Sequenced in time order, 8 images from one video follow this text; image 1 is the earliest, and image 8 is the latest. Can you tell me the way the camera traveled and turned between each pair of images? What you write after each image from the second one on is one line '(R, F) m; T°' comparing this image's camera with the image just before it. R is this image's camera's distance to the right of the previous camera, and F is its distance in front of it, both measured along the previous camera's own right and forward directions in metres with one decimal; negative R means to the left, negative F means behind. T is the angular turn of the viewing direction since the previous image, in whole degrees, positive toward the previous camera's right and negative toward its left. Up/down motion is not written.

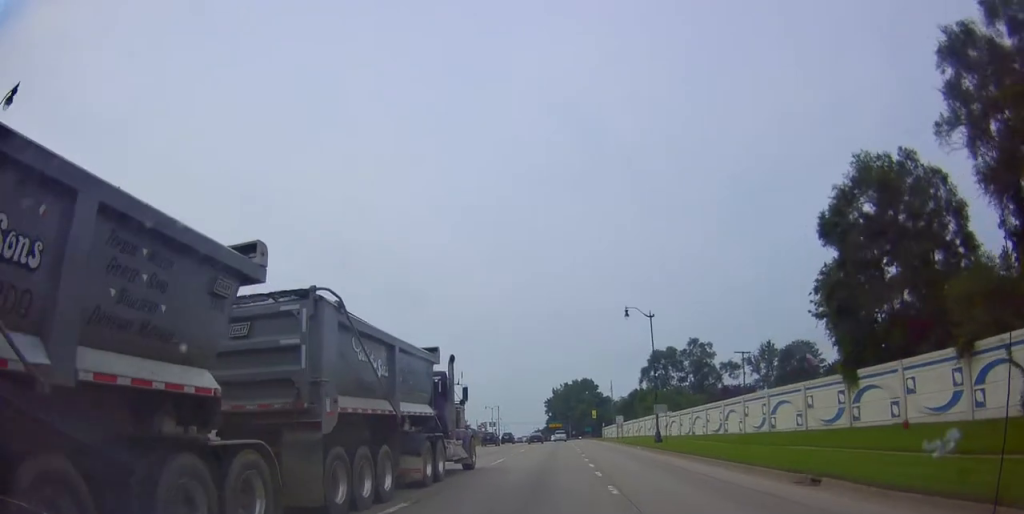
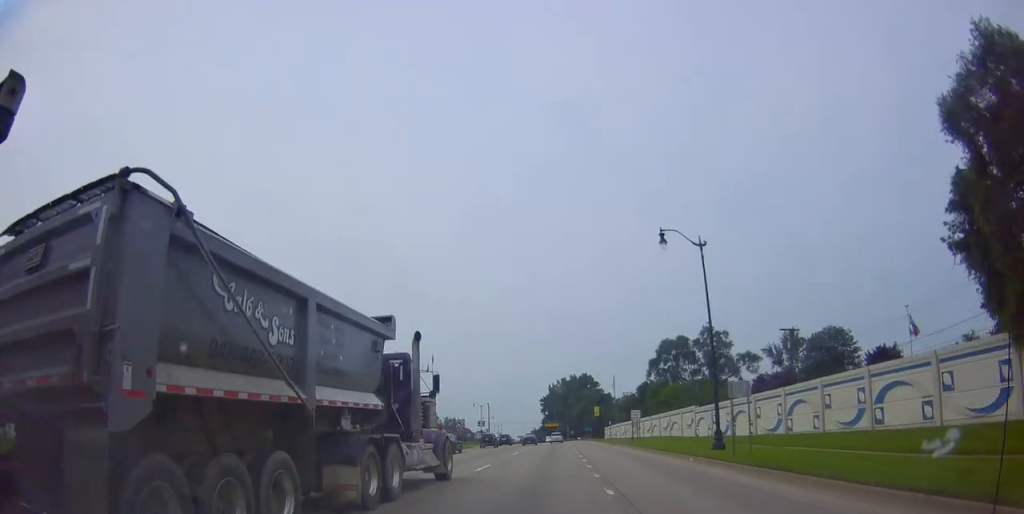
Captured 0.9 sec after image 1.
(-0.2, +18.5) m; +1°
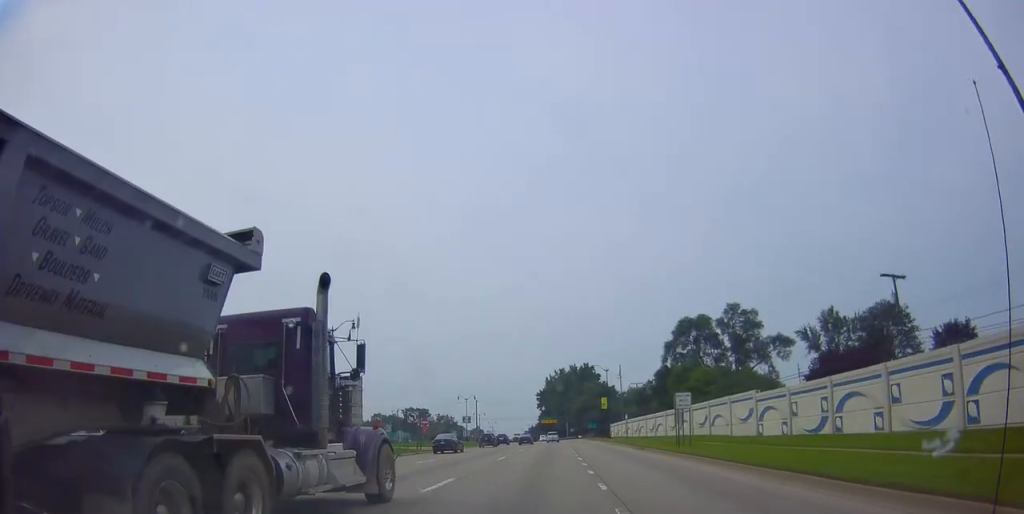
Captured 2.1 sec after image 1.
(+0.6, +22.4) m; +1°
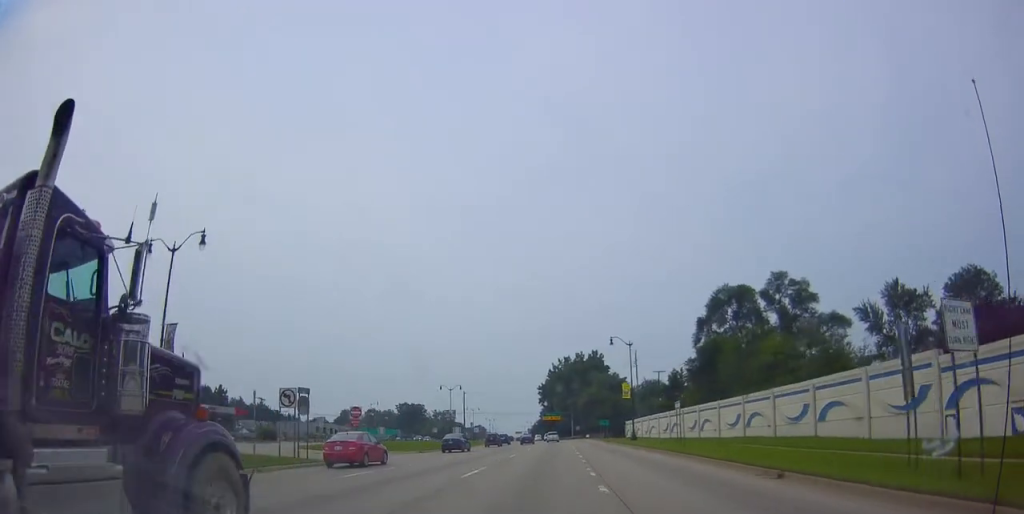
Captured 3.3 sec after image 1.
(-0.3, +24.0) m; -1°
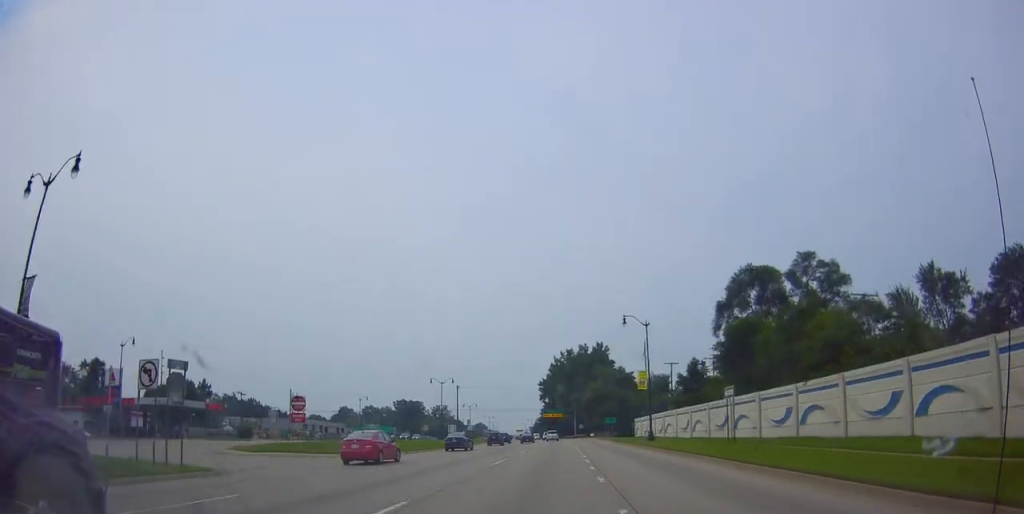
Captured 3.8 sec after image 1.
(0.0, +10.3) m; 0°
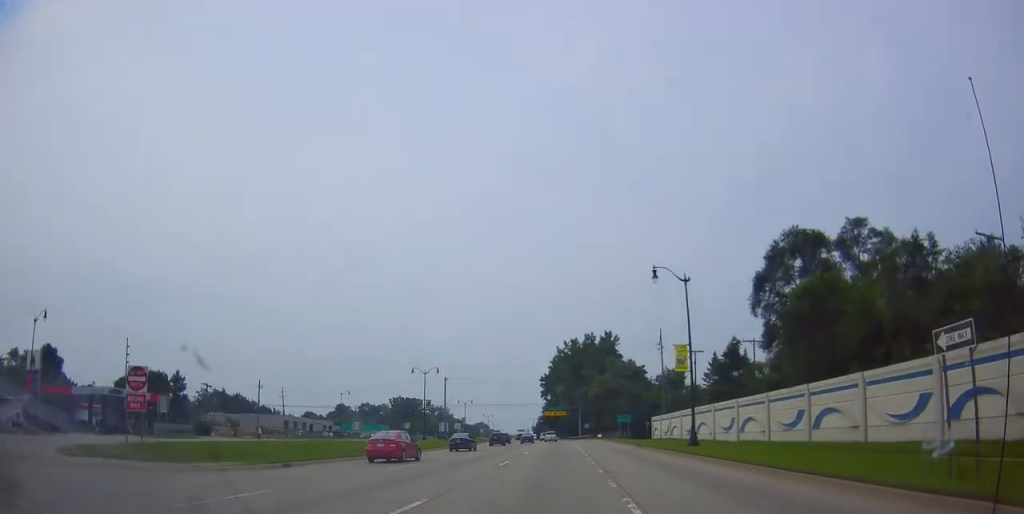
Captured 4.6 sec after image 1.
(+0.2, +14.8) m; 0°
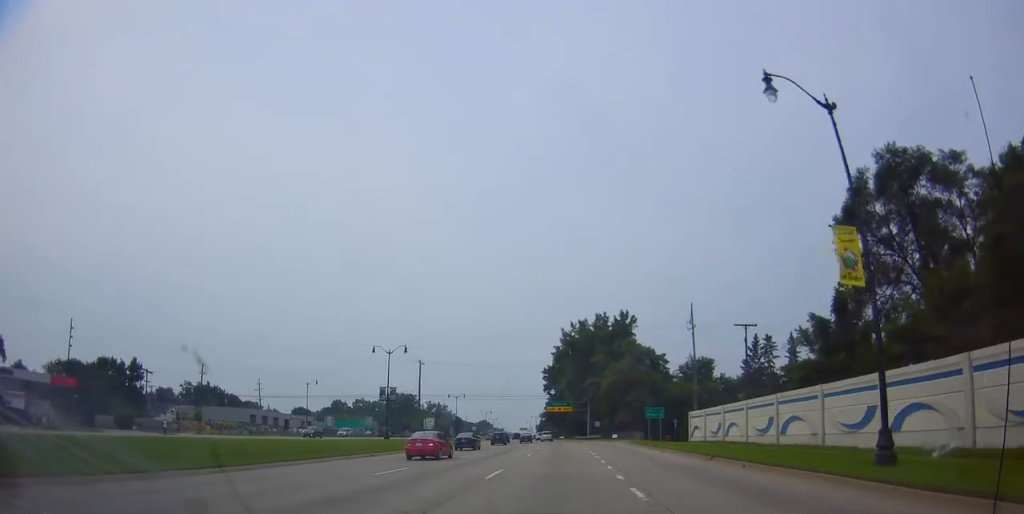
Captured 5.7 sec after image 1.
(-0.2, +20.7) m; +1°
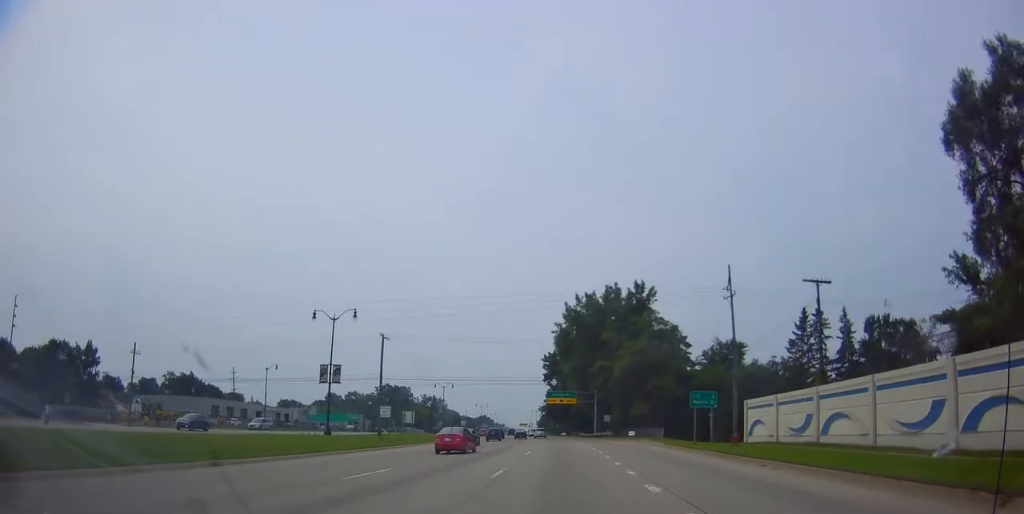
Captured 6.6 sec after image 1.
(+0.5, +17.8) m; 0°
